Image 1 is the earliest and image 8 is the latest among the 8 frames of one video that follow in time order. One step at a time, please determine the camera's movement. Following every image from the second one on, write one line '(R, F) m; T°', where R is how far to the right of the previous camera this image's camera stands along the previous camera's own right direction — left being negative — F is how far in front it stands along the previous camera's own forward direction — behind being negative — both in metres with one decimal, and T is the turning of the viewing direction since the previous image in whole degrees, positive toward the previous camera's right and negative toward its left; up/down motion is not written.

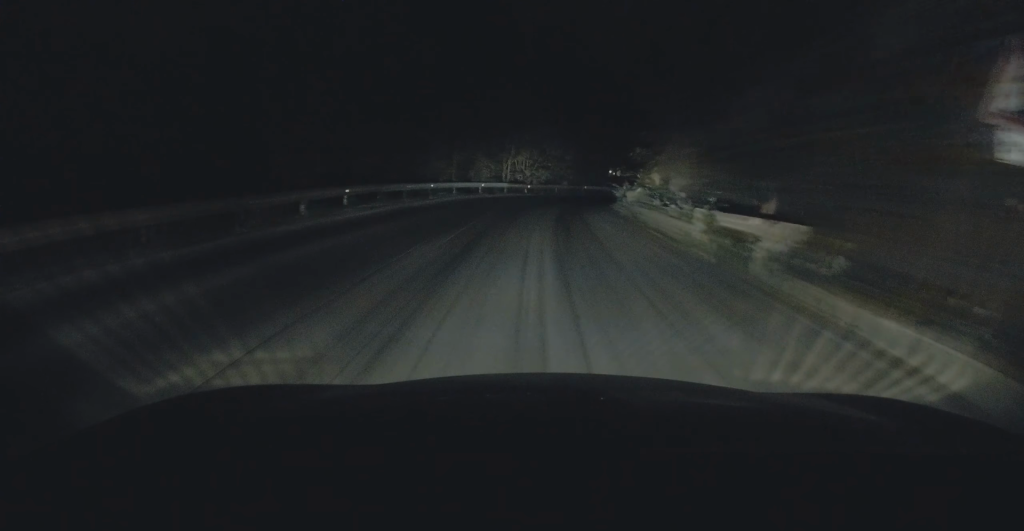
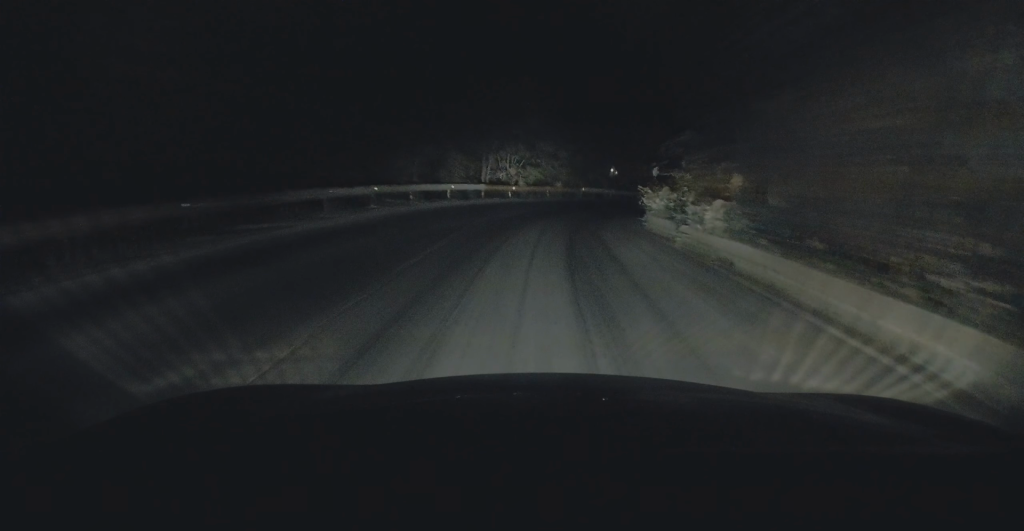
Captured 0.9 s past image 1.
(0.0, +9.0) m; 0°
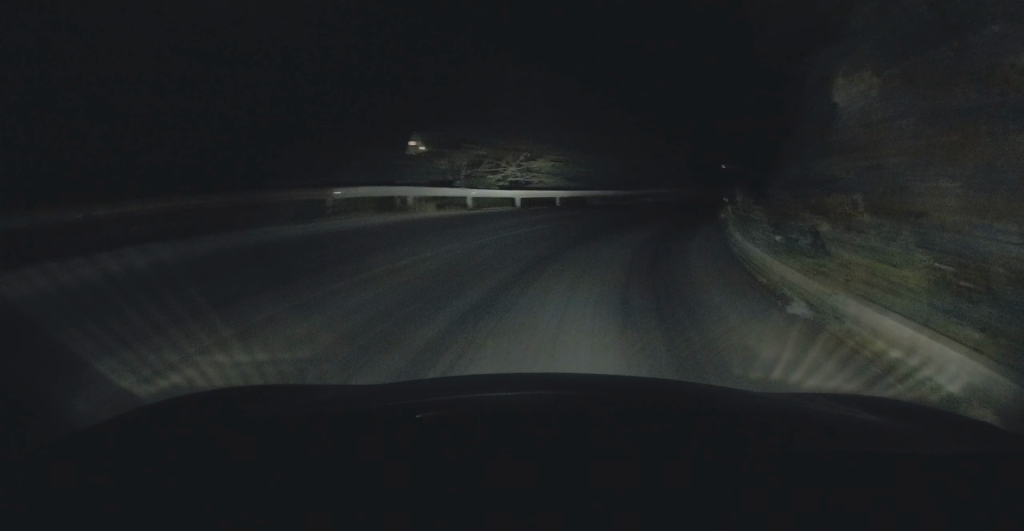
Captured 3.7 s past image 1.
(+2.8, +24.9) m; +22°
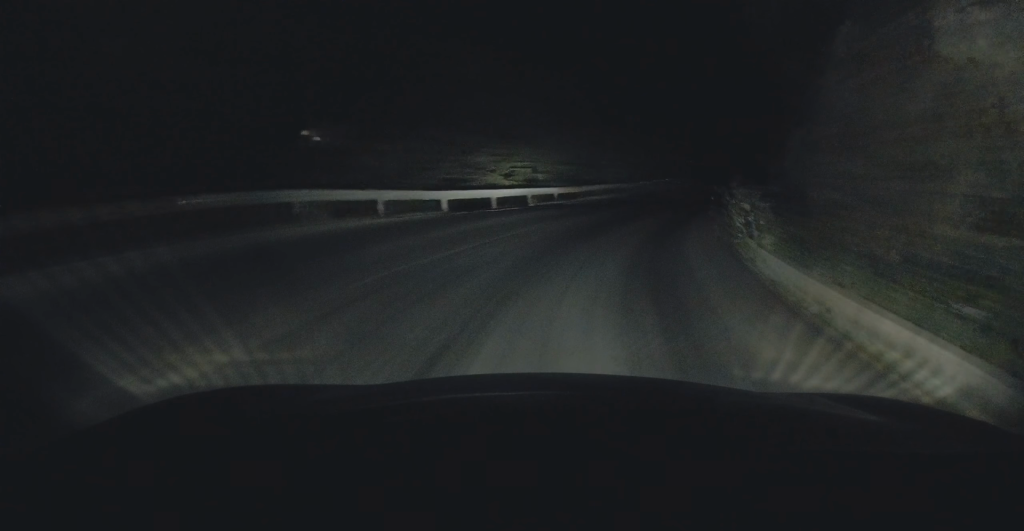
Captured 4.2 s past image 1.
(+0.6, +4.5) m; +5°
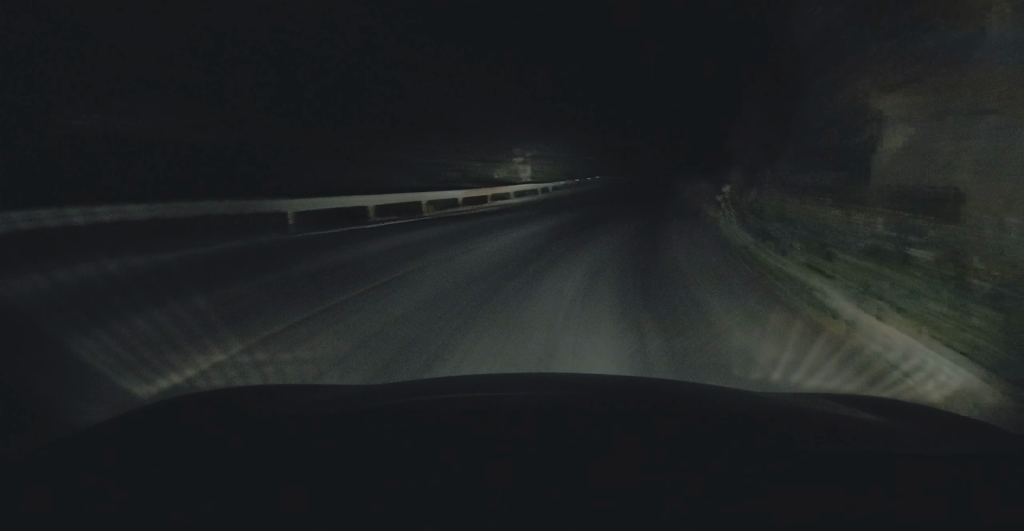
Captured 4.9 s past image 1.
(+0.4, +6.9) m; +5°
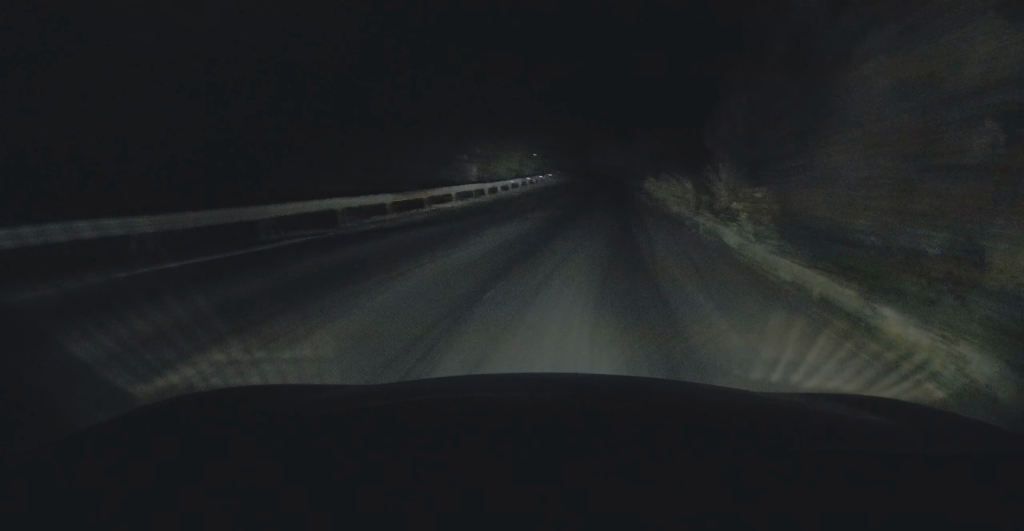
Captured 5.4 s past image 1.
(-0.1, +4.5) m; +2°
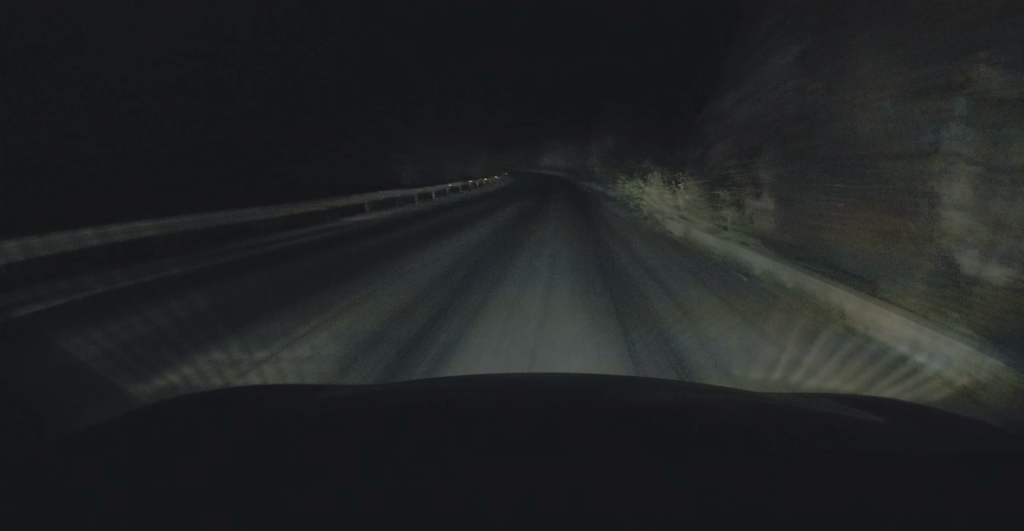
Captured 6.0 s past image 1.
(+0.3, +7.7) m; +3°
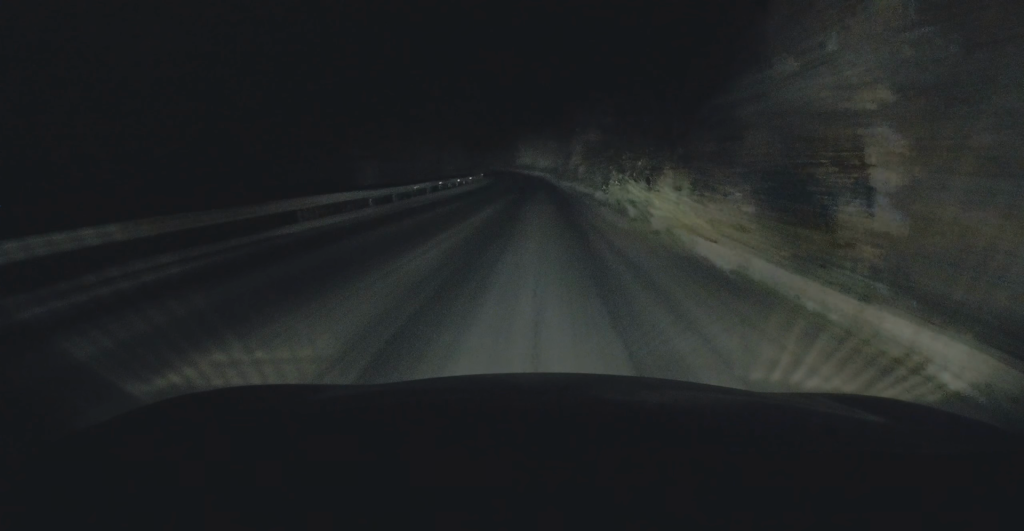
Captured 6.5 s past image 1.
(+0.1, +5.2) m; +2°
